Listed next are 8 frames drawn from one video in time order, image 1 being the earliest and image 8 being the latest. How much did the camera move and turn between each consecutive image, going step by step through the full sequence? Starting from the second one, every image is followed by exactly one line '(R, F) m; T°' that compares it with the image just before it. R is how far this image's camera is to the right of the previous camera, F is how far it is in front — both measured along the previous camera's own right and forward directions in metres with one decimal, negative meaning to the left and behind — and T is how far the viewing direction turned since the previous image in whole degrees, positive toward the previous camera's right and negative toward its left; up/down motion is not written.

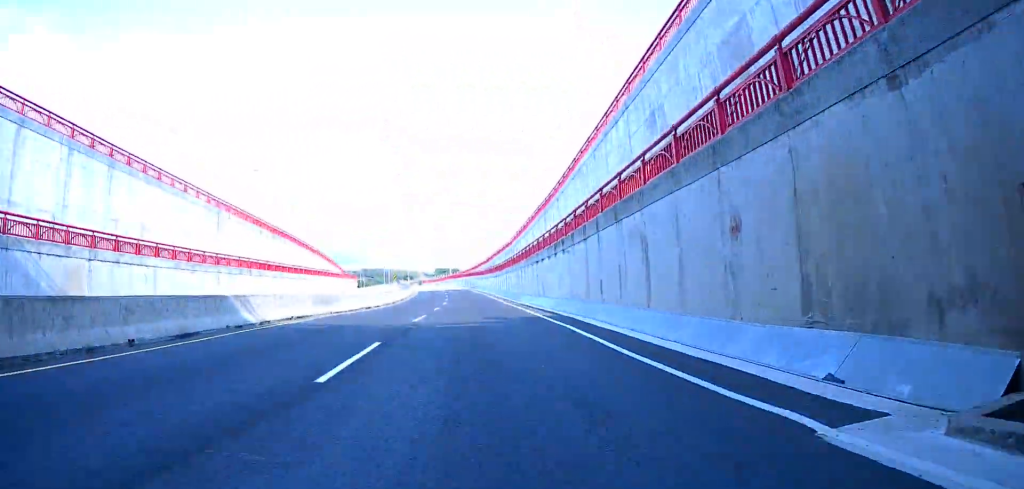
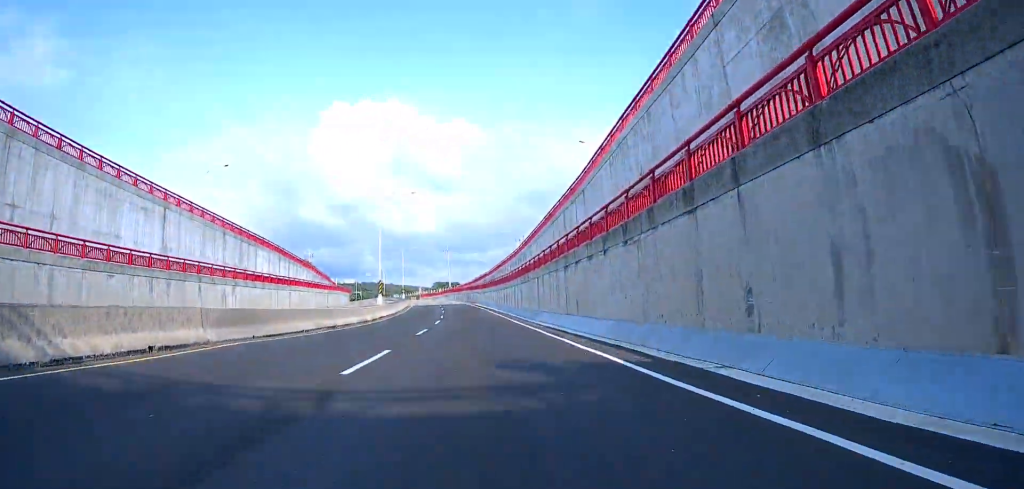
(-0.4, +9.0) m; -2°
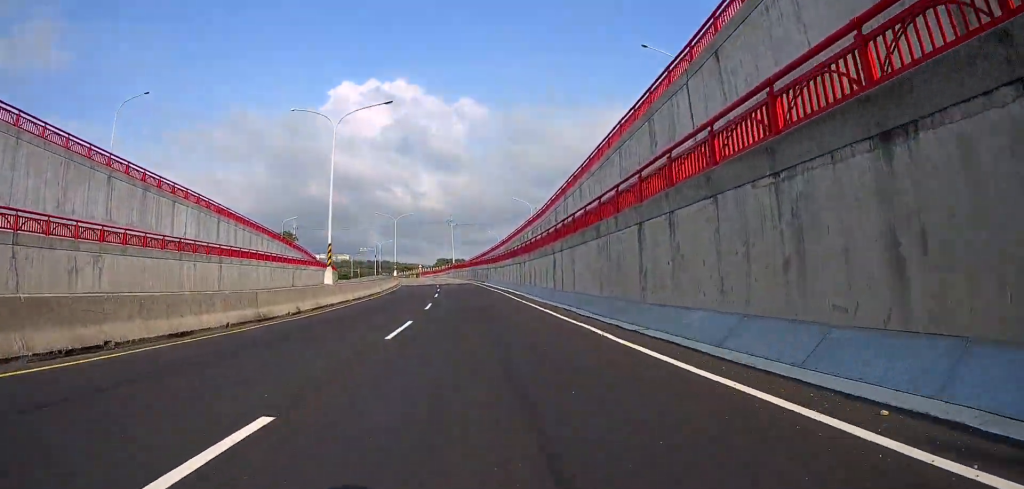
(-0.1, +17.6) m; 0°
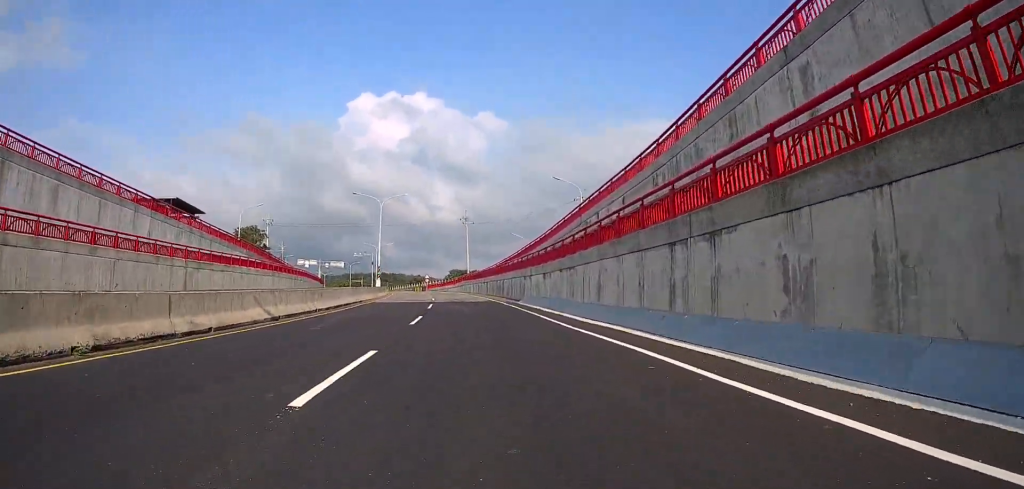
(-0.1, +26.6) m; -4°
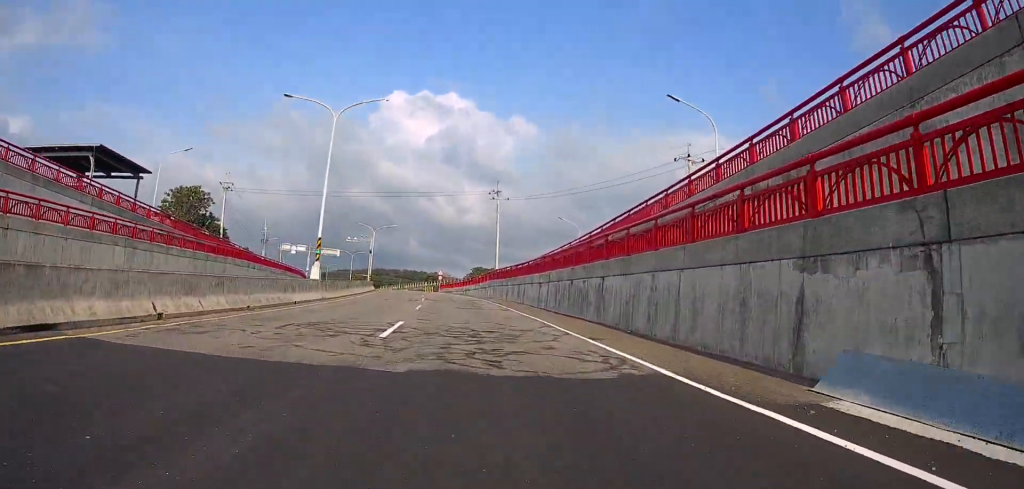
(-1.6, +27.1) m; -3°
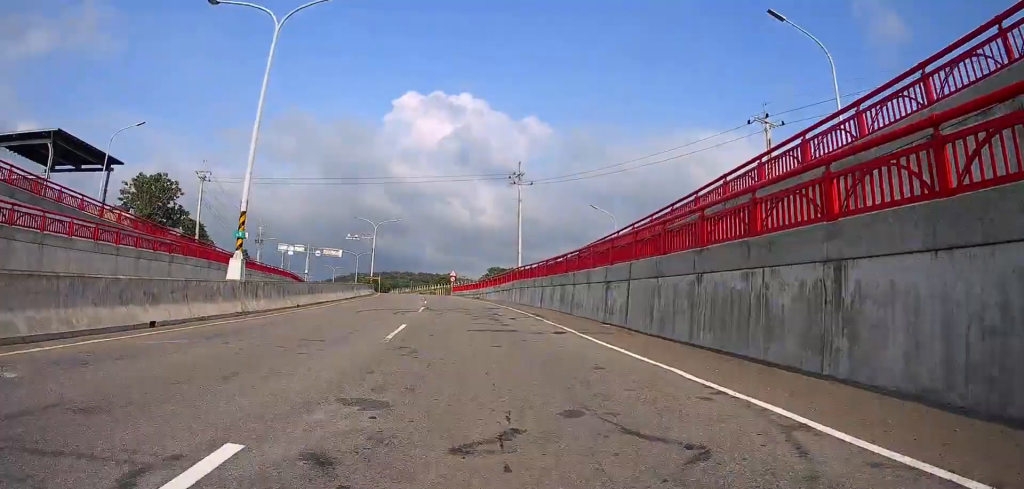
(+0.1, +10.2) m; 0°
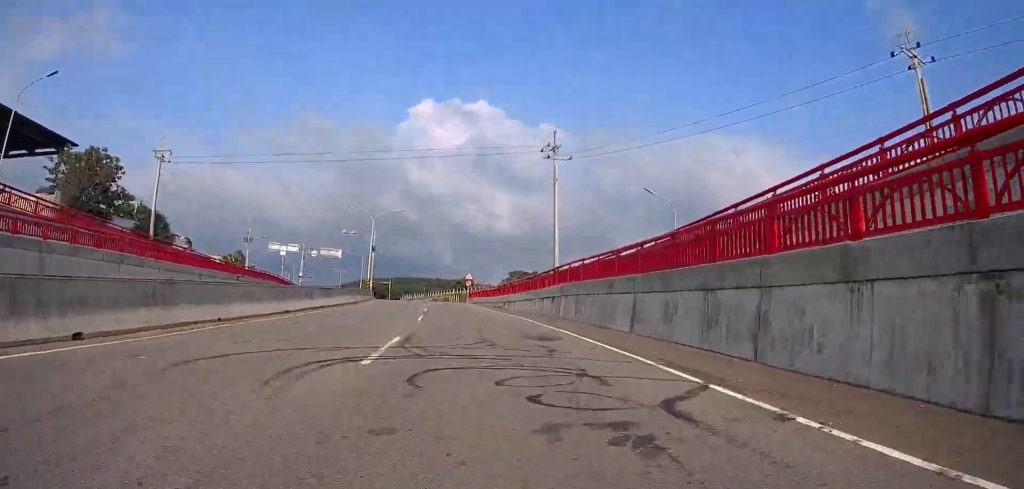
(0.0, +12.3) m; 0°
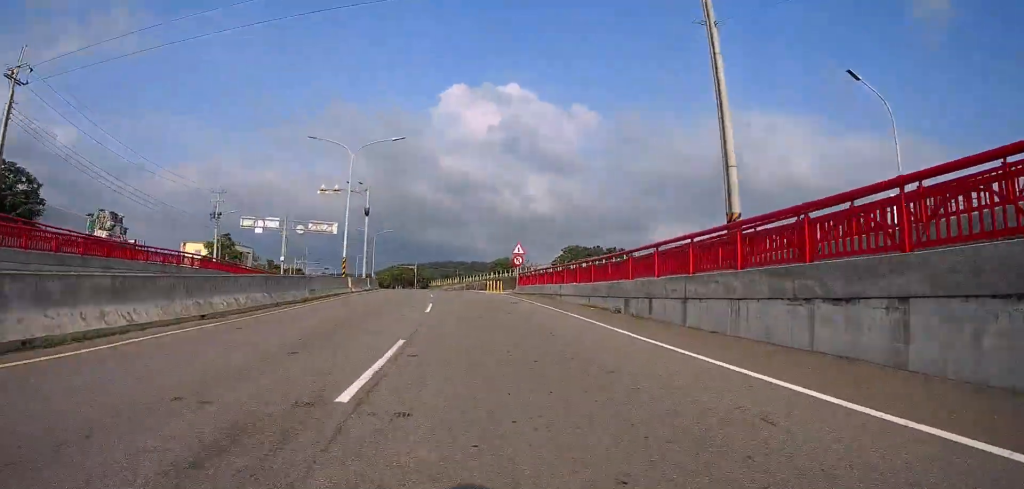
(+0.2, +22.4) m; 0°
